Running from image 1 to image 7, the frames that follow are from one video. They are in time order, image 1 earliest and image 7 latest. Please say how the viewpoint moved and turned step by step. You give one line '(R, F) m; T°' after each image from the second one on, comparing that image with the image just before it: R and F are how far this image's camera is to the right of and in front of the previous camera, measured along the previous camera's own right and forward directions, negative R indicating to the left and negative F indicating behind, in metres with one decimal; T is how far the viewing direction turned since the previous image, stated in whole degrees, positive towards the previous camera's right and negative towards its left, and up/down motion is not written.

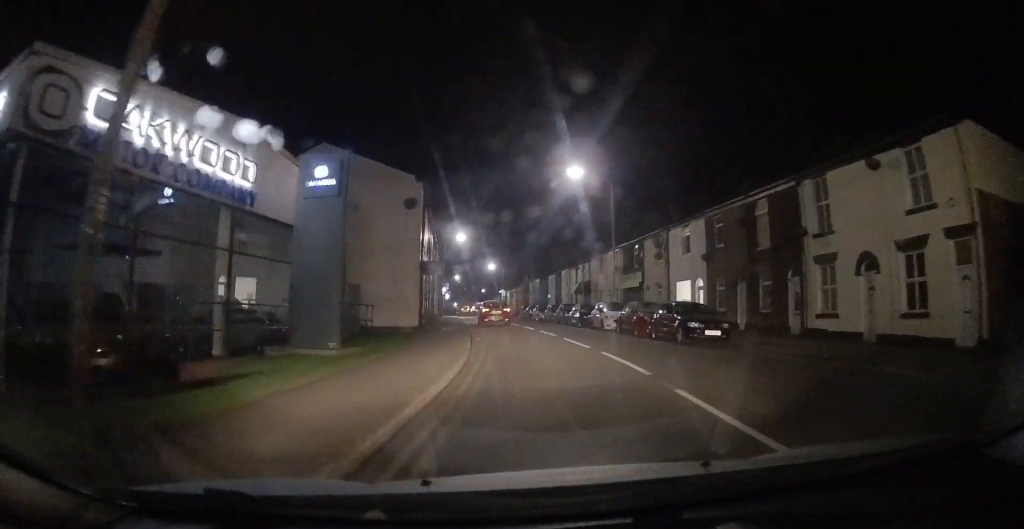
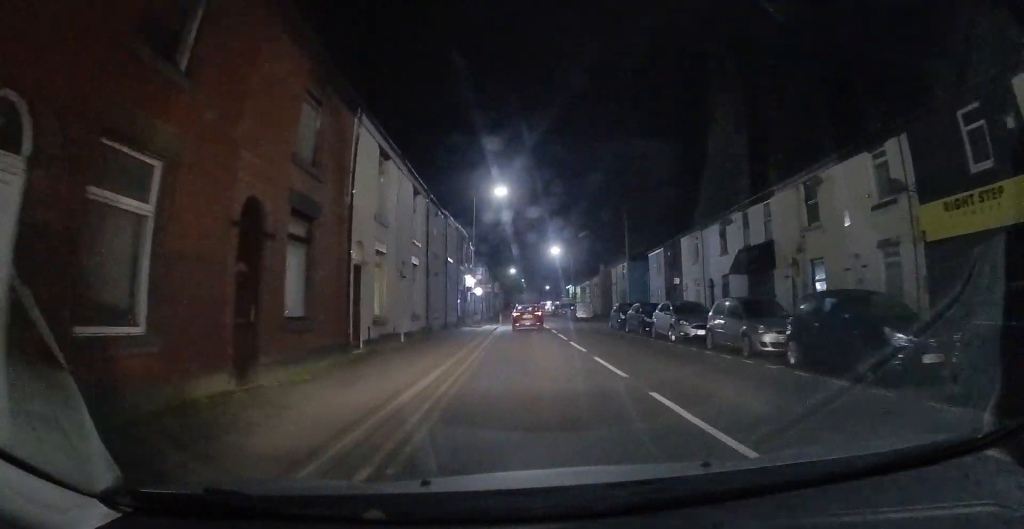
(-1.1, +28.6) m; -1°
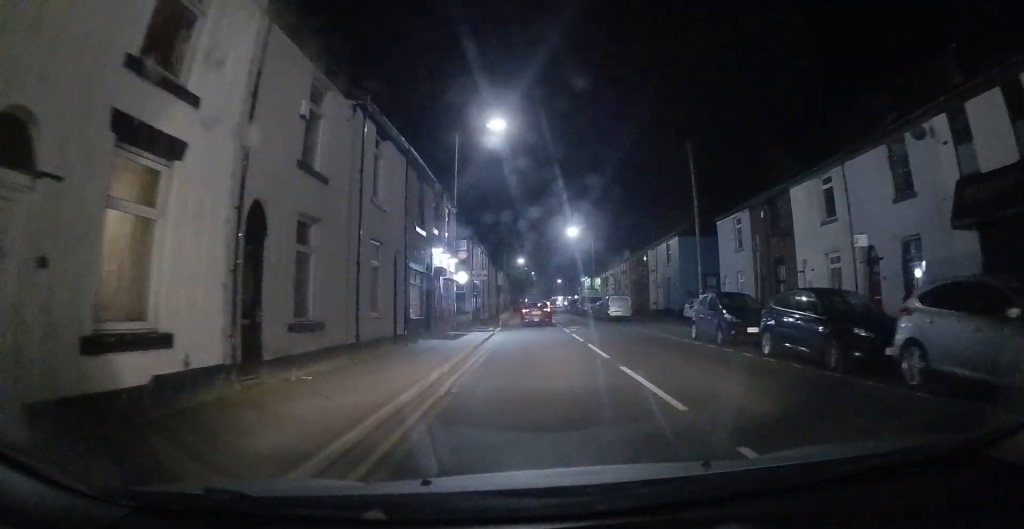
(+0.1, +15.0) m; -2°
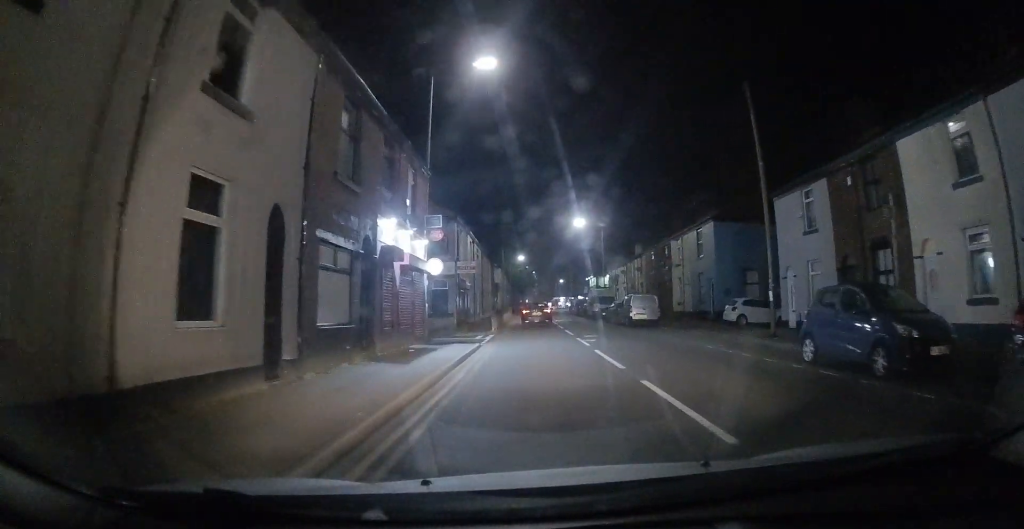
(-0.3, +7.6) m; -2°
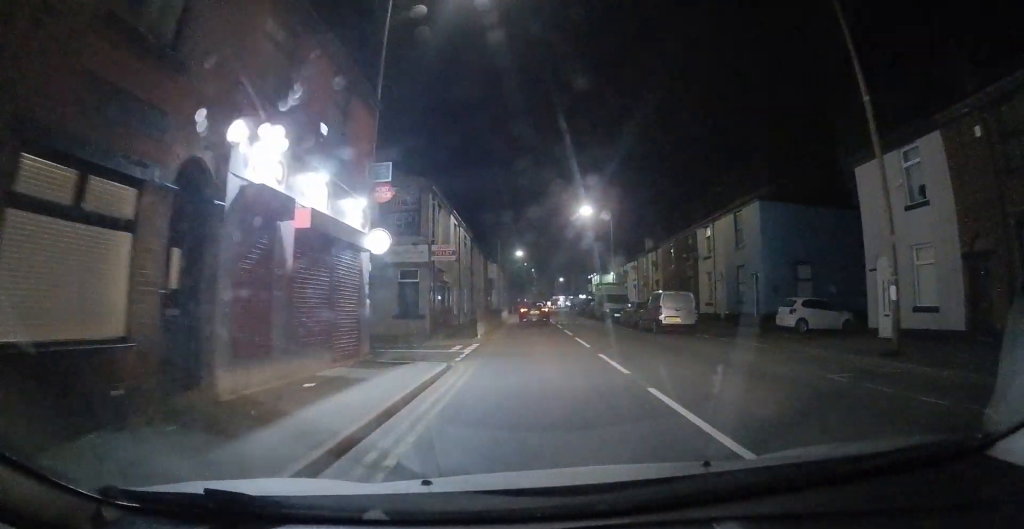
(0.0, +6.7) m; 0°
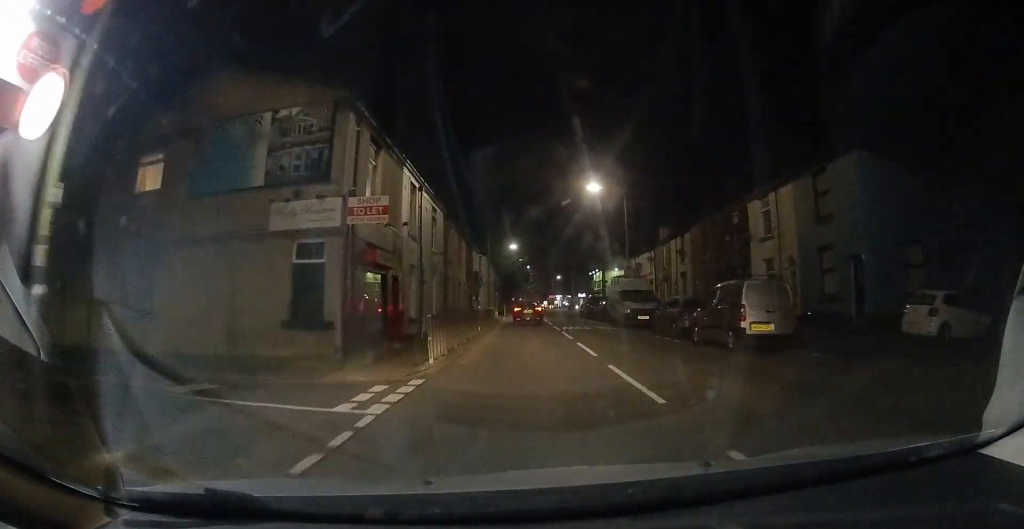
(0.0, +8.9) m; 0°
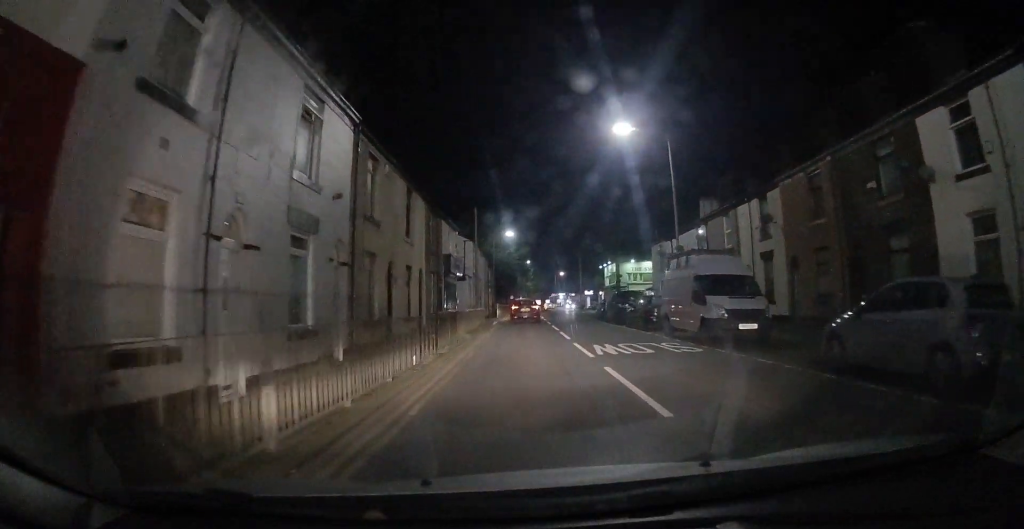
(0.0, +12.9) m; -2°
